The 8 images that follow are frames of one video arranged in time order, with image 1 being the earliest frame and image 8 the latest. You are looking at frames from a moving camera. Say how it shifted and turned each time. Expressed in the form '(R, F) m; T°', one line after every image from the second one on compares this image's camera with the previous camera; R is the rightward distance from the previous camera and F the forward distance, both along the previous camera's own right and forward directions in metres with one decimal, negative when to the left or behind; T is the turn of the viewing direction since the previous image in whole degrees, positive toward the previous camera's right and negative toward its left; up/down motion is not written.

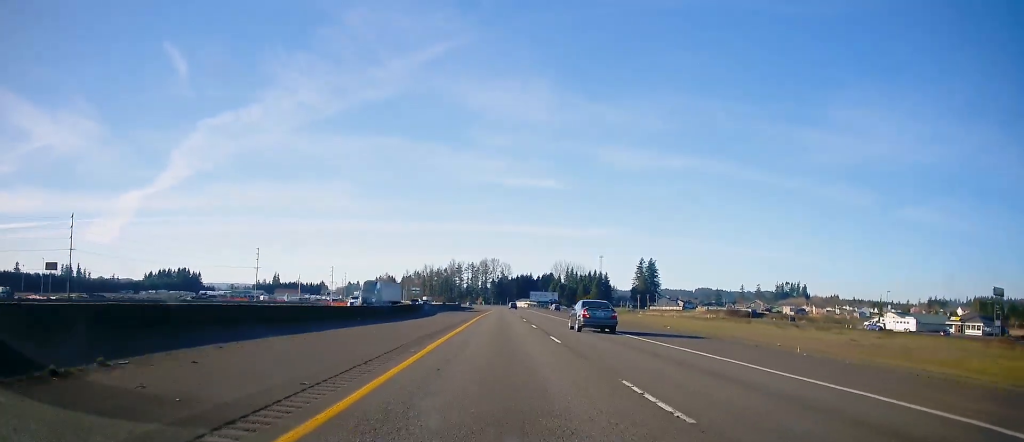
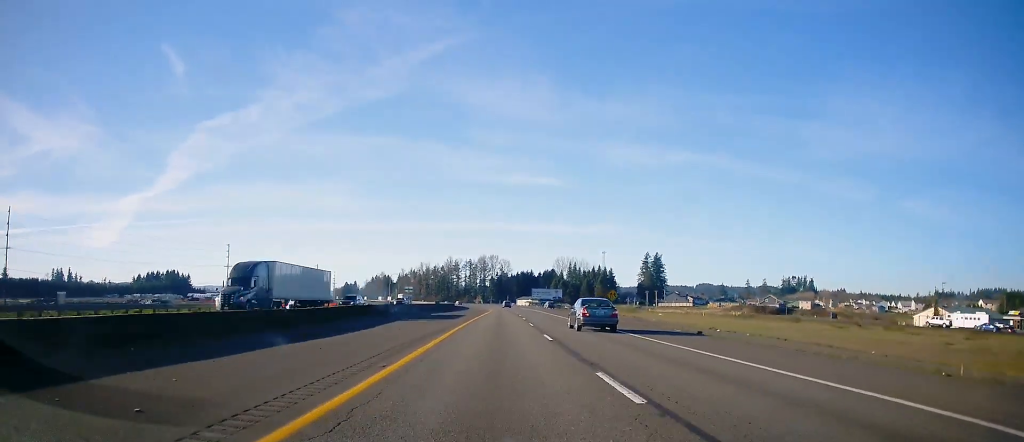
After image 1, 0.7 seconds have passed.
(+0.1, +23.2) m; 0°
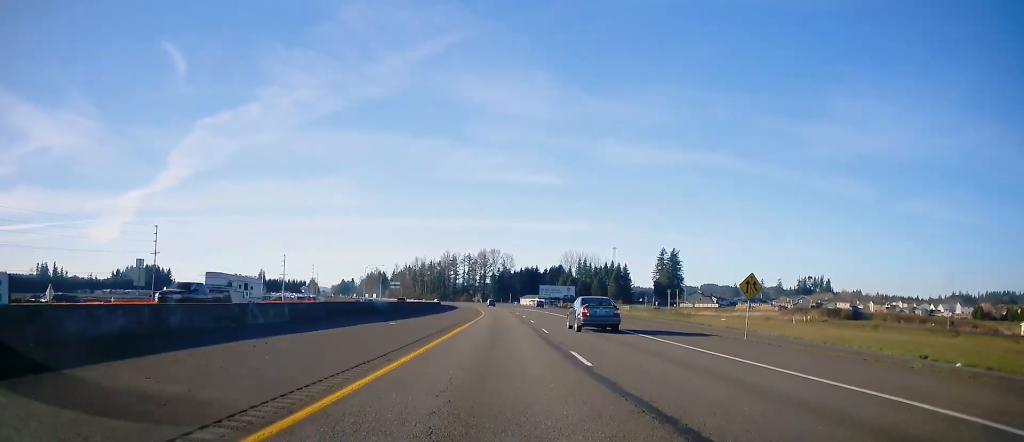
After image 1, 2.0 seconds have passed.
(-0.3, +44.3) m; -1°
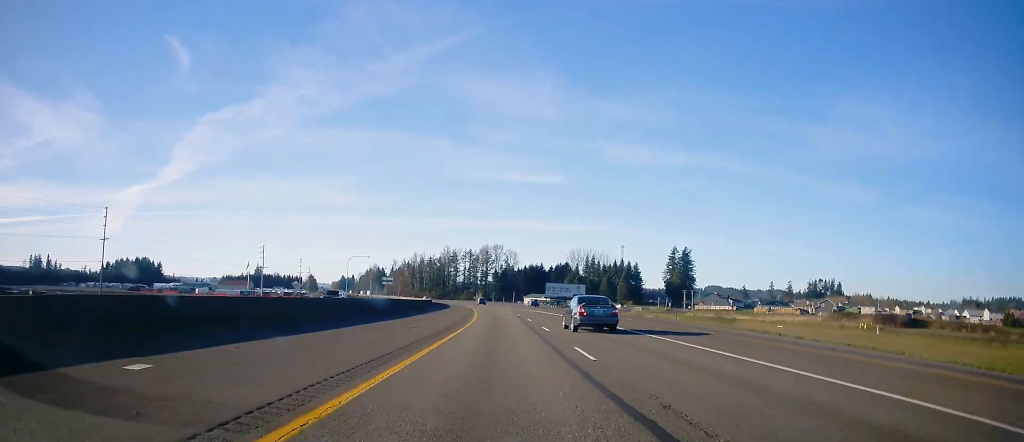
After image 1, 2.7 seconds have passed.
(0.0, +23.3) m; 0°
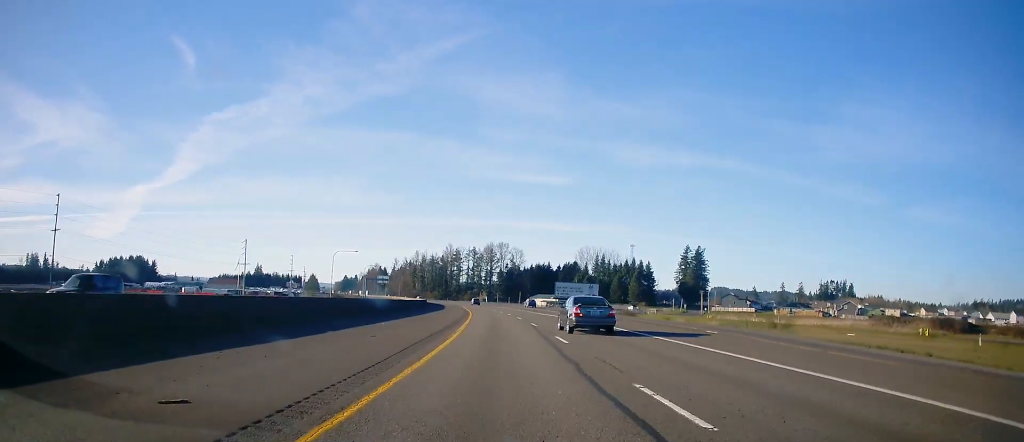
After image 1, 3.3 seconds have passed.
(-0.2, +18.9) m; -1°
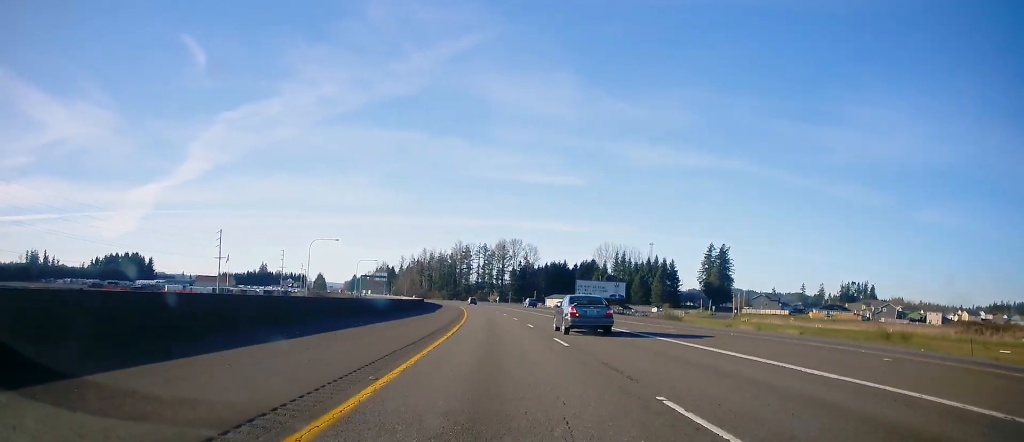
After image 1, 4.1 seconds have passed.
(-0.2, +25.6) m; -1°
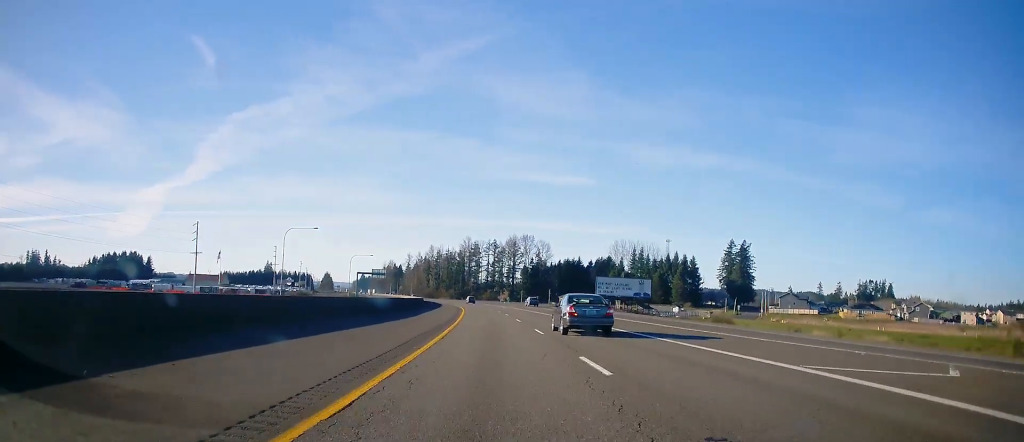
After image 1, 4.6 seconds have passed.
(-0.1, +19.0) m; -1°
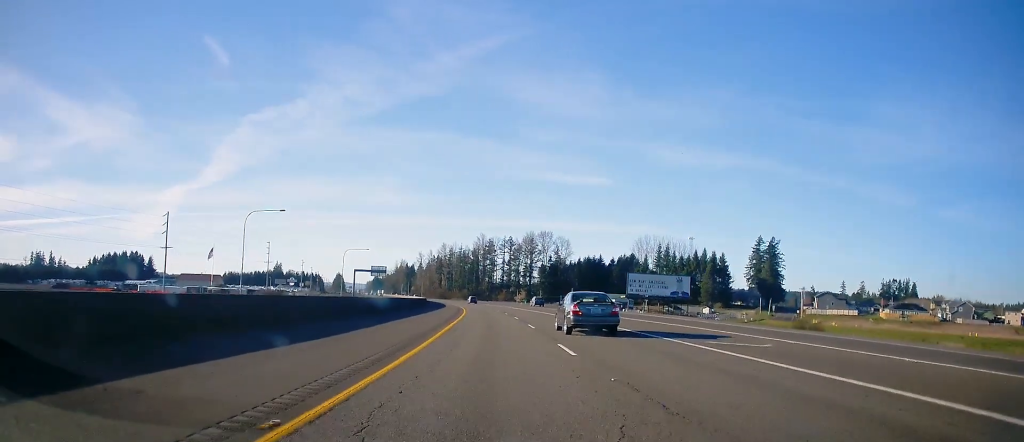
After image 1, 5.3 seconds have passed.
(-0.2, +21.2) m; -1°
